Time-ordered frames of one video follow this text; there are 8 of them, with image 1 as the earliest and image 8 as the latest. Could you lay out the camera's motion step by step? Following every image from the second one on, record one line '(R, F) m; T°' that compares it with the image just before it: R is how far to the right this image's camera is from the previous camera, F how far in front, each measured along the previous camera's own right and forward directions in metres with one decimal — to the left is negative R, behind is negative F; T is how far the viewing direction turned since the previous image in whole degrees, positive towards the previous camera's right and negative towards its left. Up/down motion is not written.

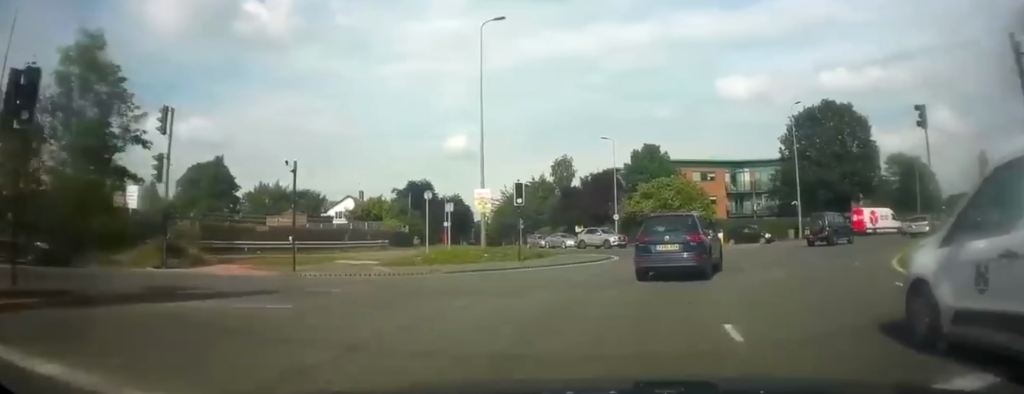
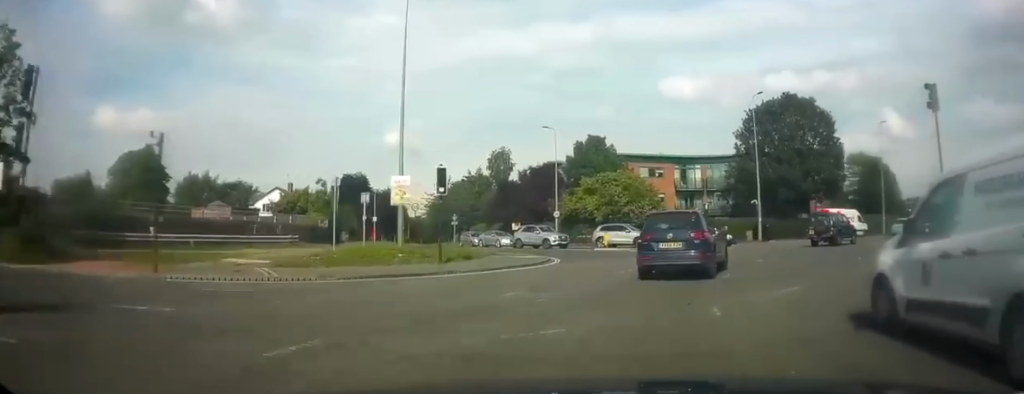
(+0.1, +4.0) m; -1°
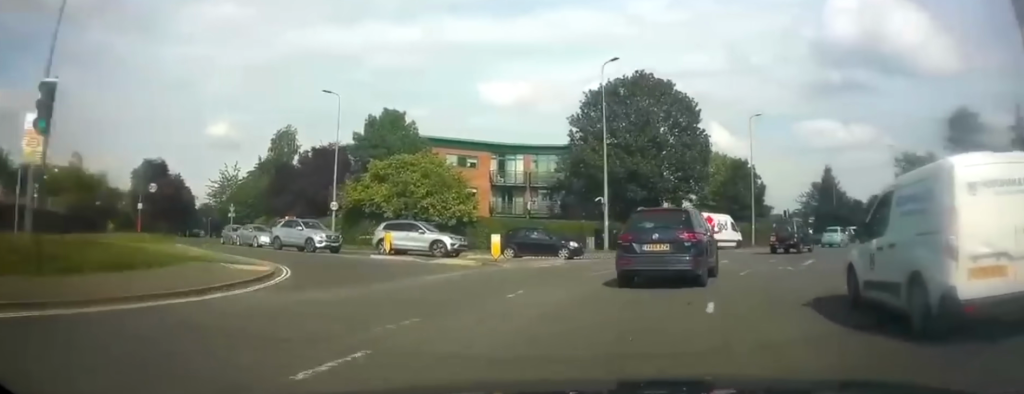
(-0.2, +10.4) m; +4°
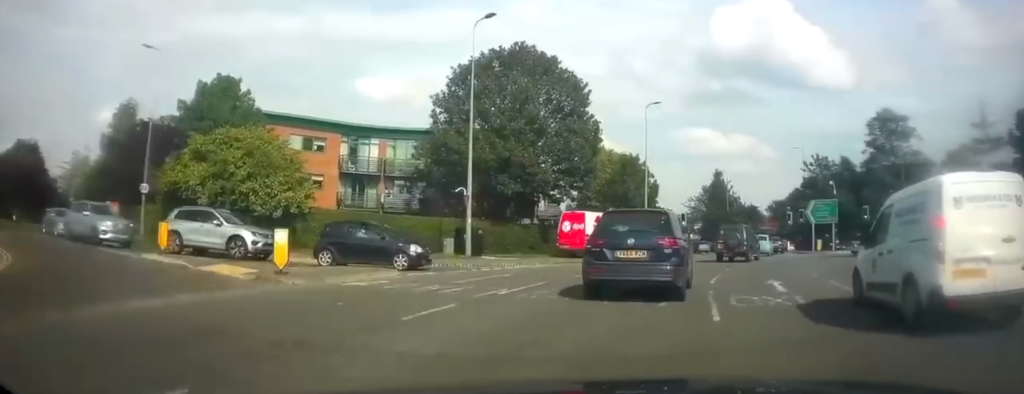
(+0.5, +6.8) m; +7°
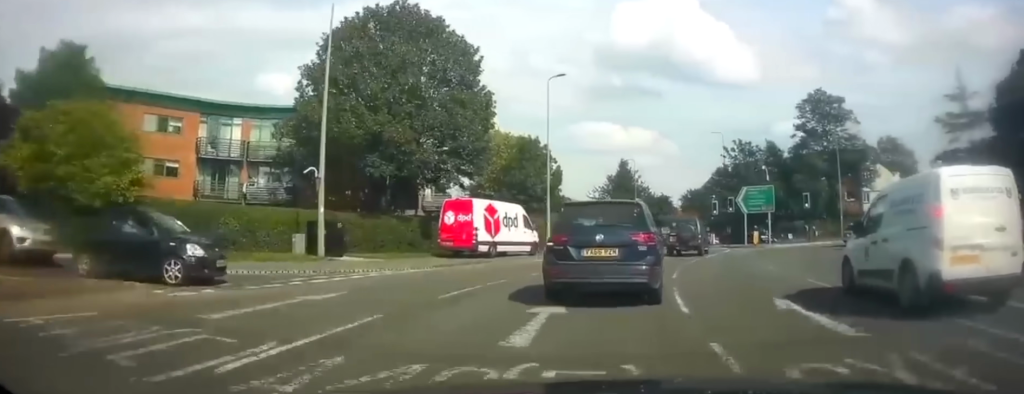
(+0.3, +6.2) m; +7°
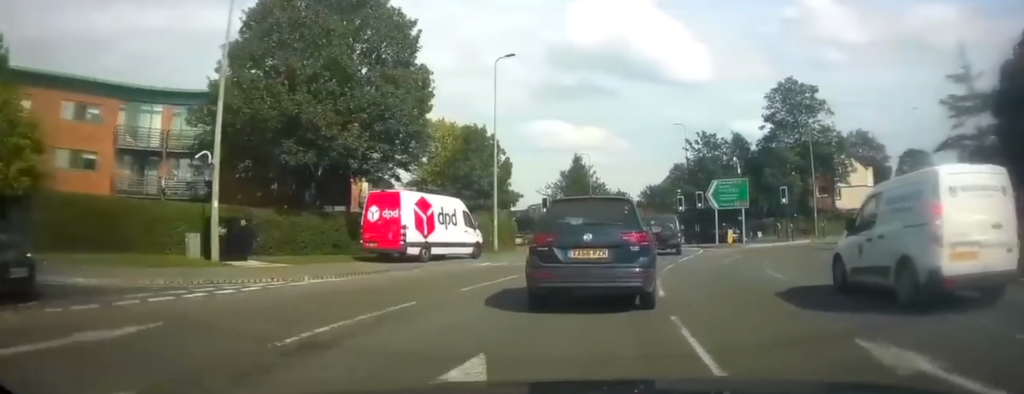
(+0.2, +4.3) m; +5°
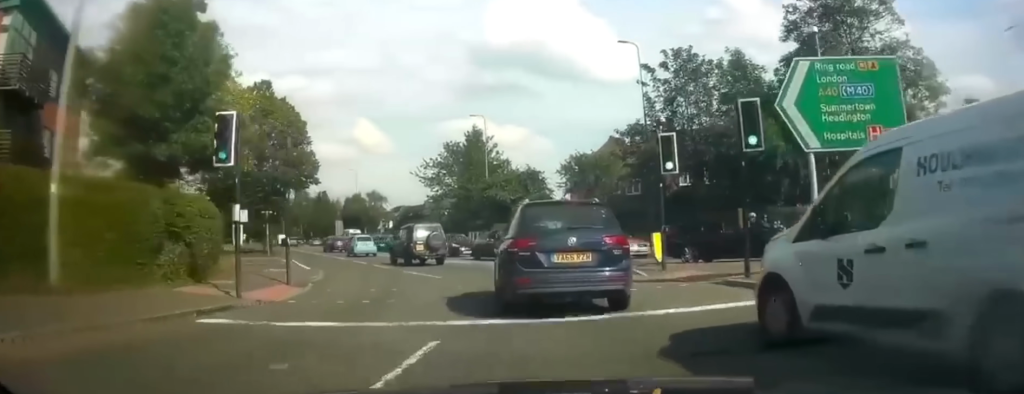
(+10.5, +26.7) m; +41°
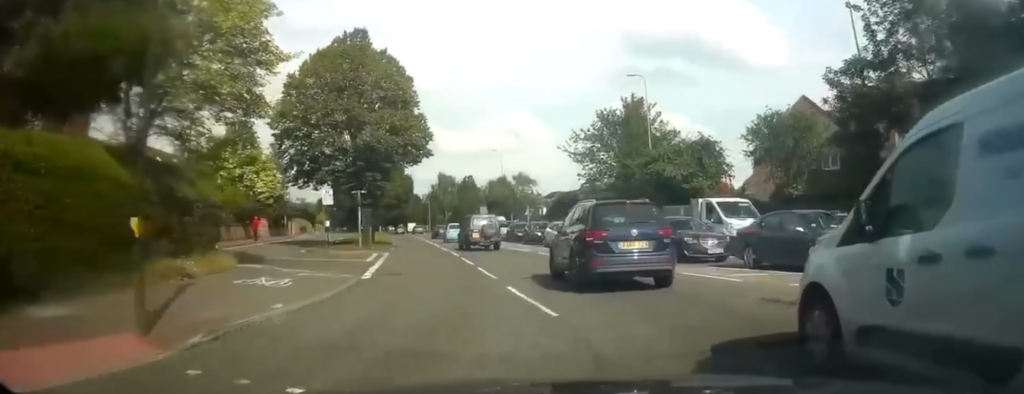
(-0.6, +11.7) m; -10°
